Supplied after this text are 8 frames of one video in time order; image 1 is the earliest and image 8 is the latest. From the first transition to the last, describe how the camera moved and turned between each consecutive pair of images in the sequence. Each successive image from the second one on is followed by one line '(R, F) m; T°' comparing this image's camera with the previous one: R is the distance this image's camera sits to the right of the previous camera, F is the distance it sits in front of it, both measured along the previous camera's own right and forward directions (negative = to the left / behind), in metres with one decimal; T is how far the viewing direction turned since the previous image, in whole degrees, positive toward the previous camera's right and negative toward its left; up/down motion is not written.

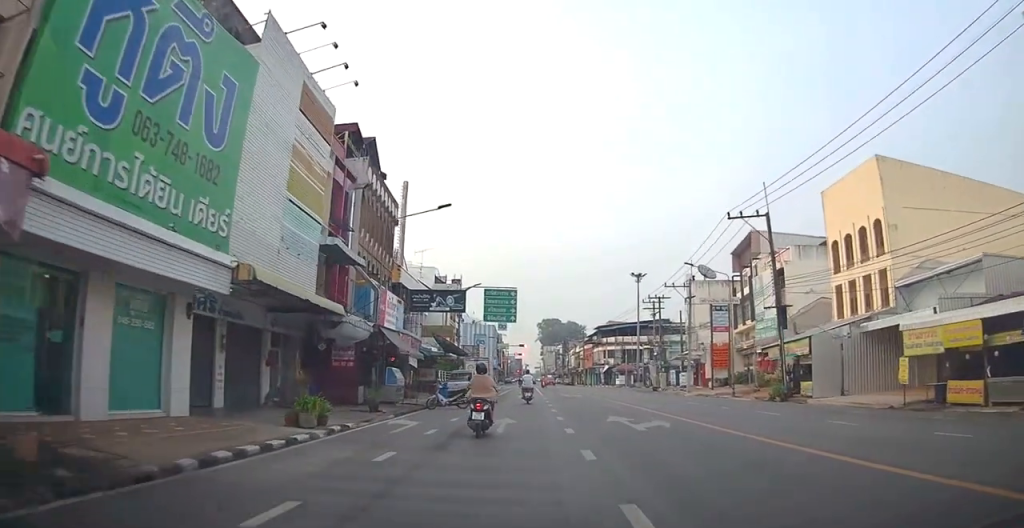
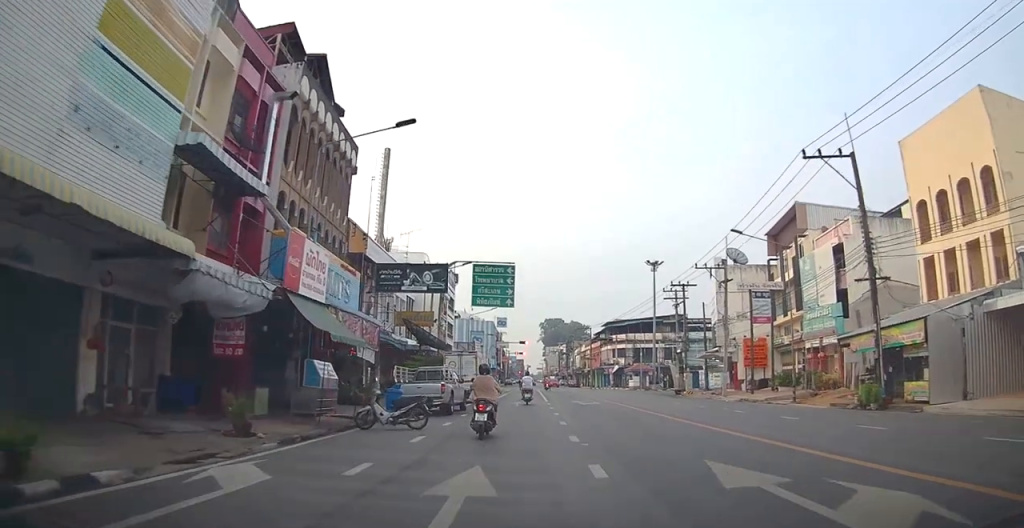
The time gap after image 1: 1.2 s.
(-0.7, +9.5) m; -1°
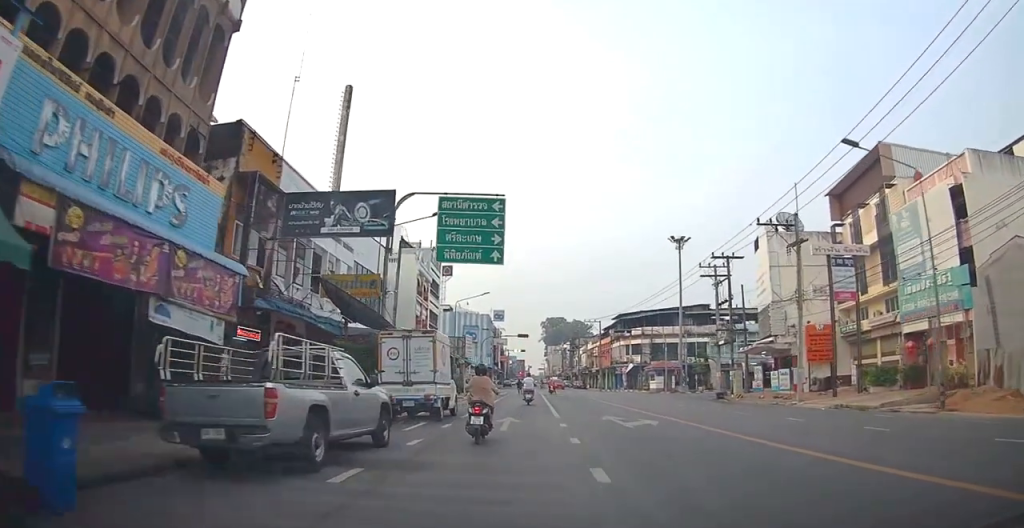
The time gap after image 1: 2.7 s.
(+1.1, +13.0) m; +3°
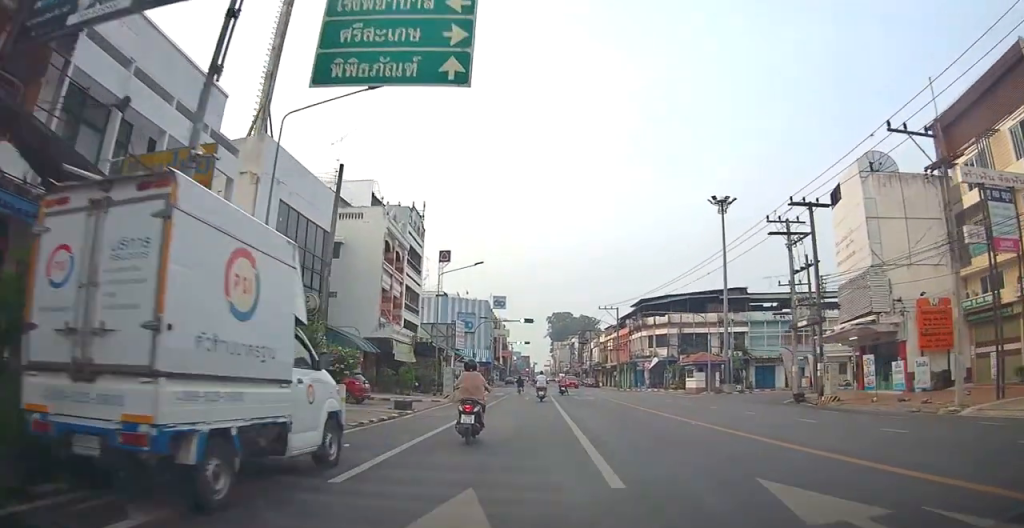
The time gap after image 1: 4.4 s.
(-1.0, +13.6) m; -3°
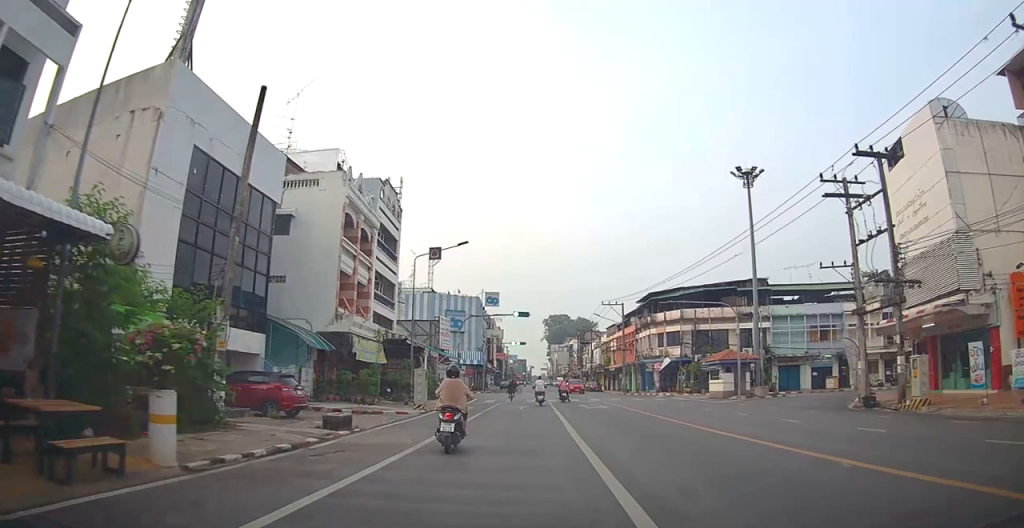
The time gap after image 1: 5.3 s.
(+0.6, +7.8) m; +5°
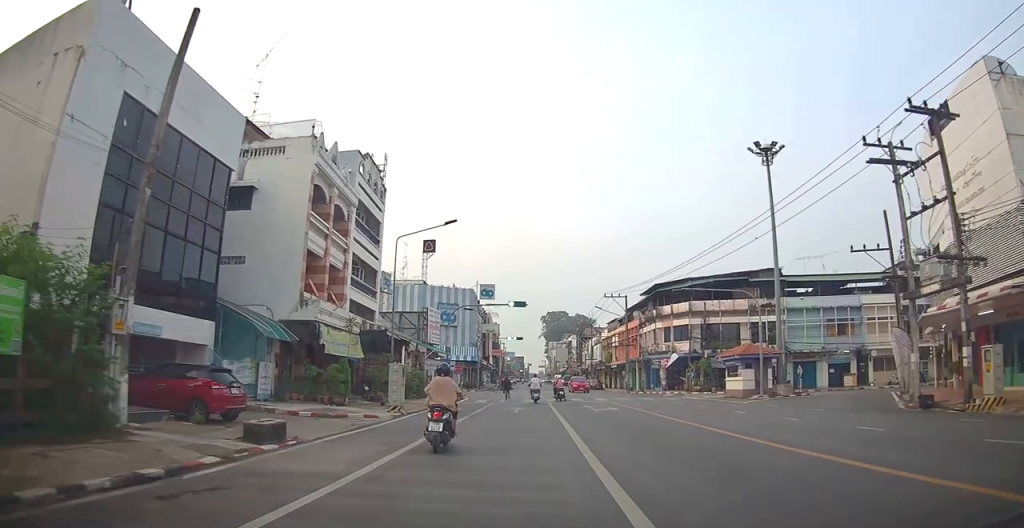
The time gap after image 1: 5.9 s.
(0.0, +4.3) m; 0°
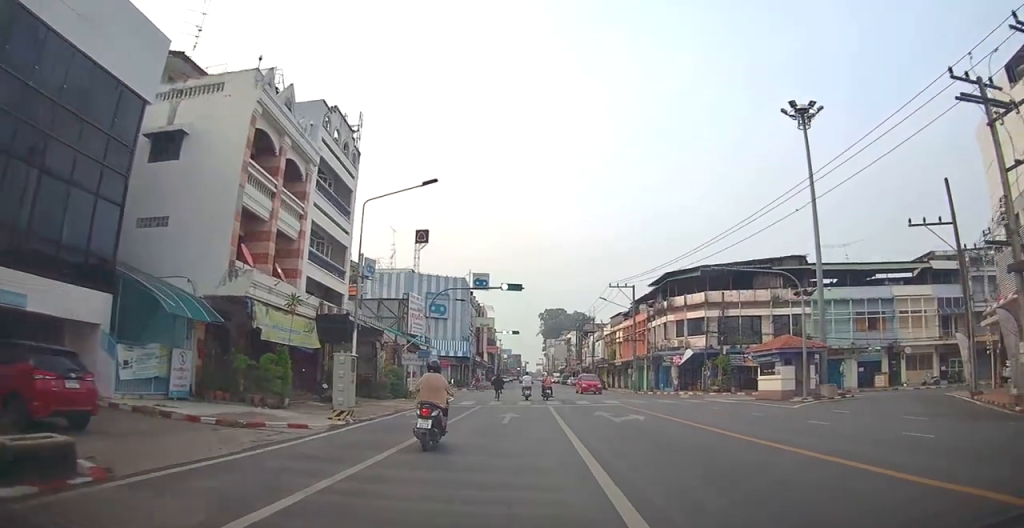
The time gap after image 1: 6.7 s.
(0.0, +6.1) m; 0°
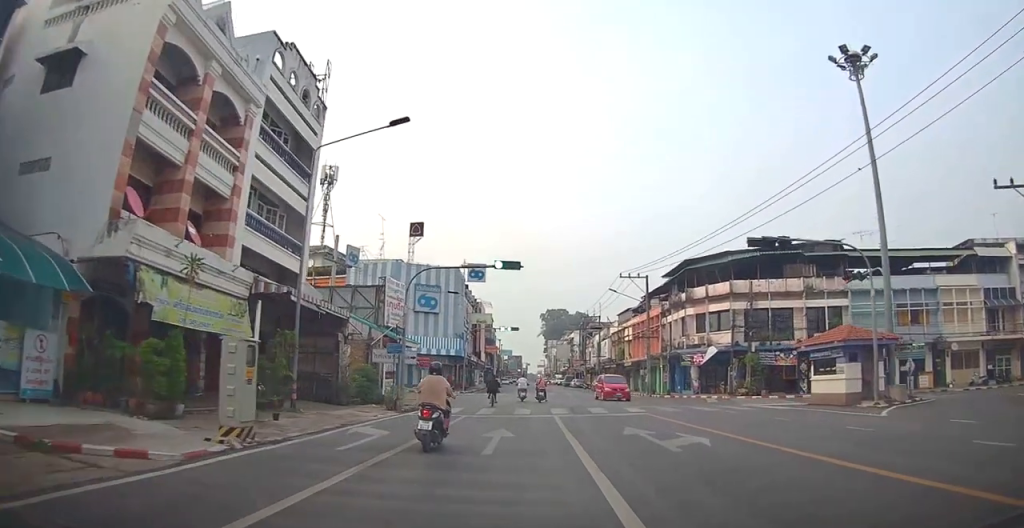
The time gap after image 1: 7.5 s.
(0.0, +6.3) m; 0°
